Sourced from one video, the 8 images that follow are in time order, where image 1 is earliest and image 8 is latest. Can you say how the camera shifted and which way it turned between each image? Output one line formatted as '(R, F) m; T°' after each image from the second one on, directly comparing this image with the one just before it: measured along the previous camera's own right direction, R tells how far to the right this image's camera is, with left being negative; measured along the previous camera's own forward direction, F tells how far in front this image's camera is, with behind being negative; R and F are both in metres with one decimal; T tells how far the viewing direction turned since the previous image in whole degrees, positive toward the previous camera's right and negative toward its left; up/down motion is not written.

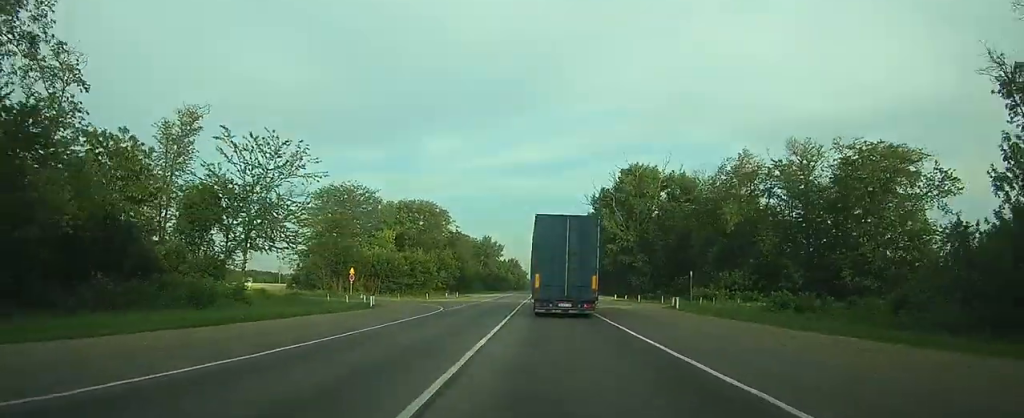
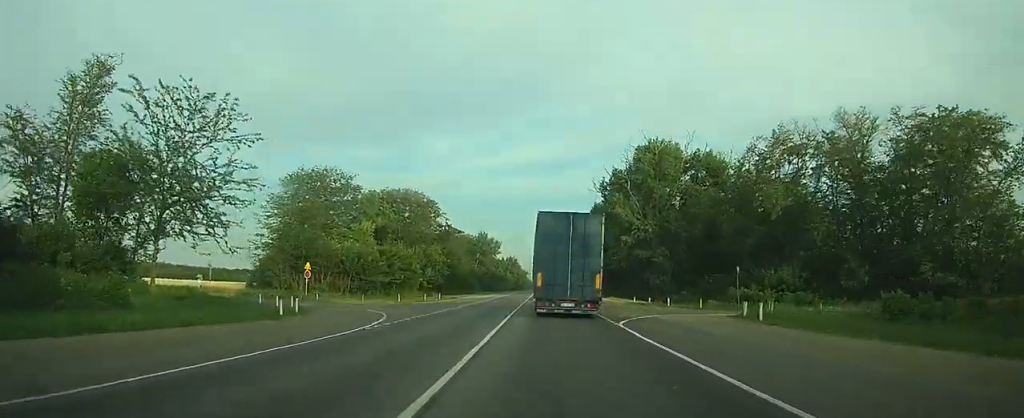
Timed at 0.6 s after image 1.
(0.0, +13.3) m; 0°
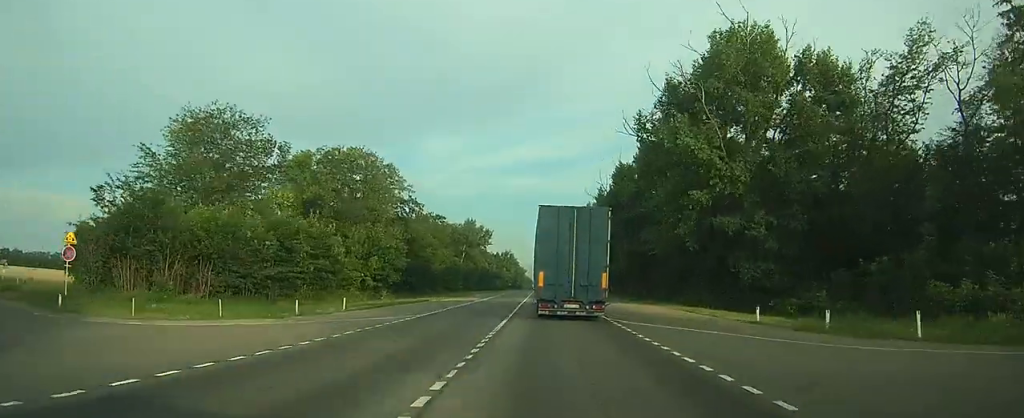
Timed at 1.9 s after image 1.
(-0.1, +30.7) m; 0°
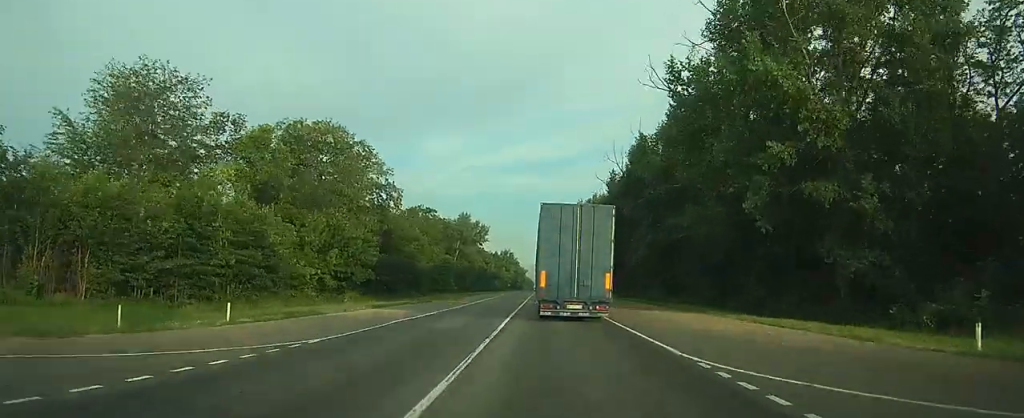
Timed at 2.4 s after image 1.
(0.0, +12.6) m; 0°
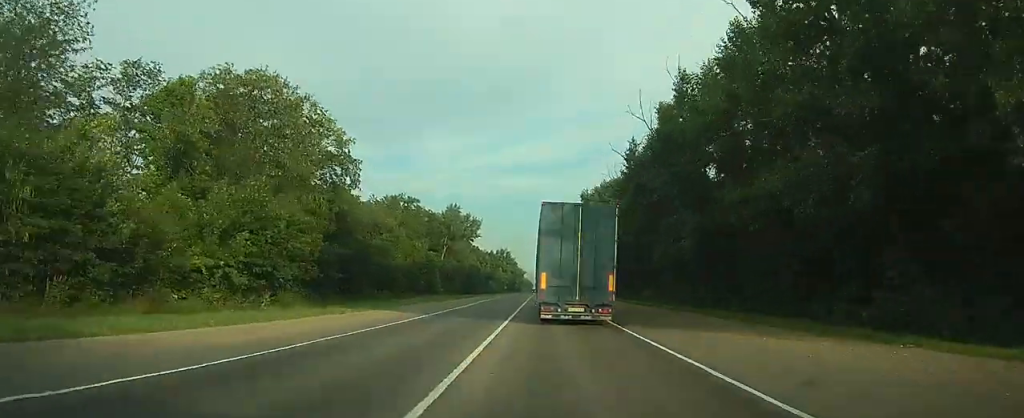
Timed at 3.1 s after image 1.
(0.0, +15.6) m; 0°
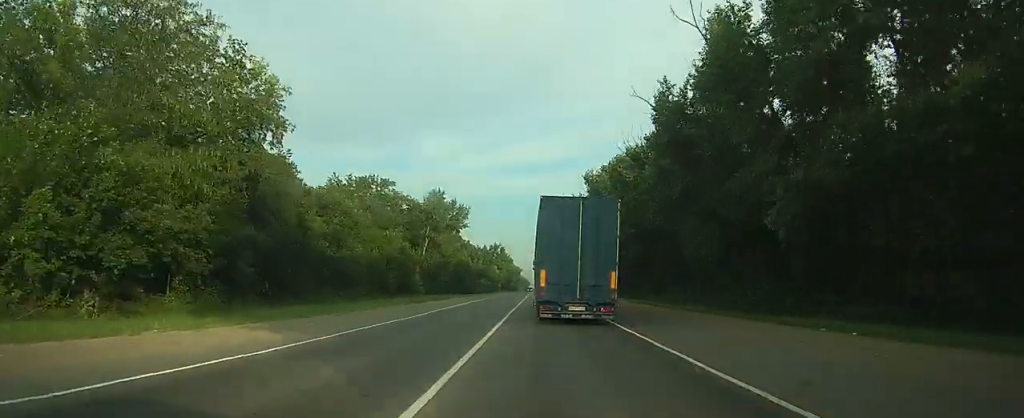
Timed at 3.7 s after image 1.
(0.0, +15.4) m; 0°
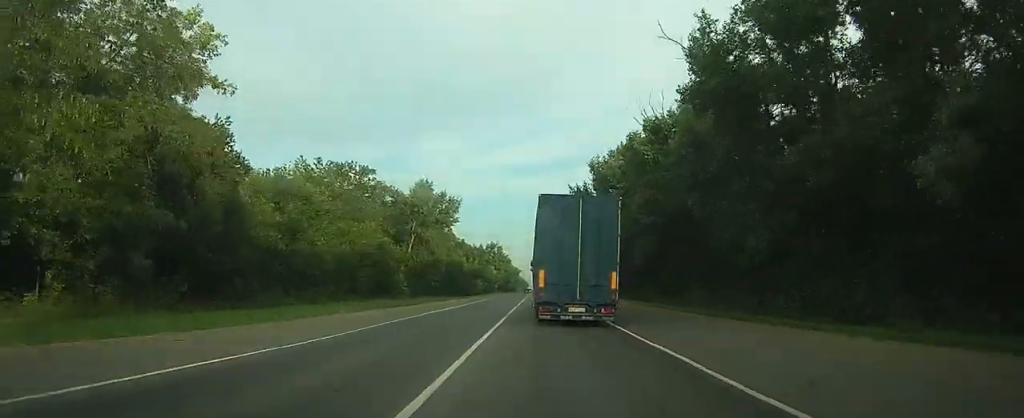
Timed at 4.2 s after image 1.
(0.0, +9.9) m; 0°
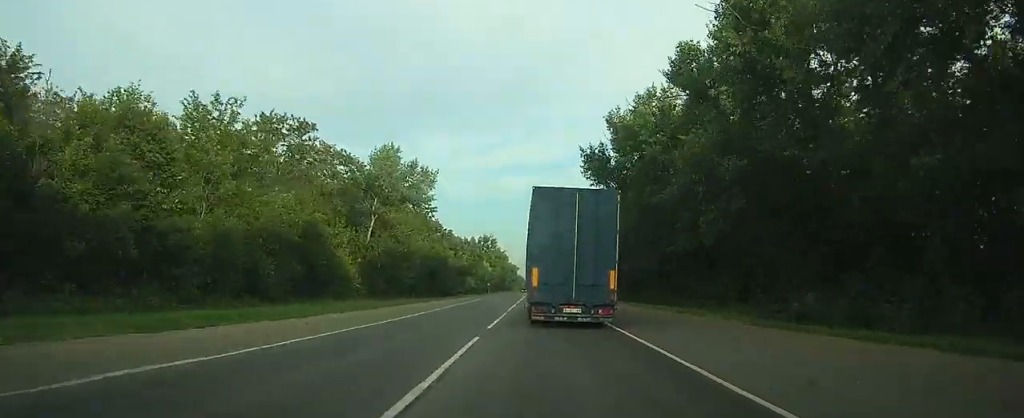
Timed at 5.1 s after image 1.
(0.0, +19.9) m; 0°
